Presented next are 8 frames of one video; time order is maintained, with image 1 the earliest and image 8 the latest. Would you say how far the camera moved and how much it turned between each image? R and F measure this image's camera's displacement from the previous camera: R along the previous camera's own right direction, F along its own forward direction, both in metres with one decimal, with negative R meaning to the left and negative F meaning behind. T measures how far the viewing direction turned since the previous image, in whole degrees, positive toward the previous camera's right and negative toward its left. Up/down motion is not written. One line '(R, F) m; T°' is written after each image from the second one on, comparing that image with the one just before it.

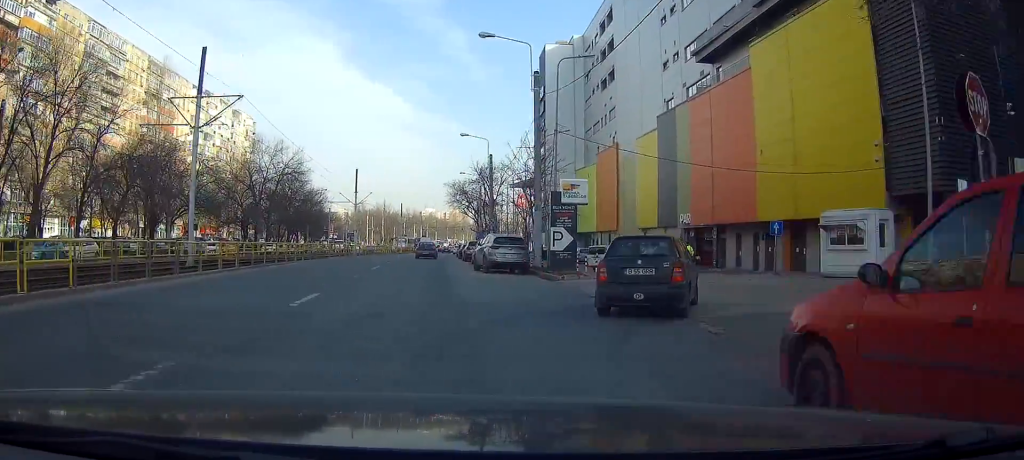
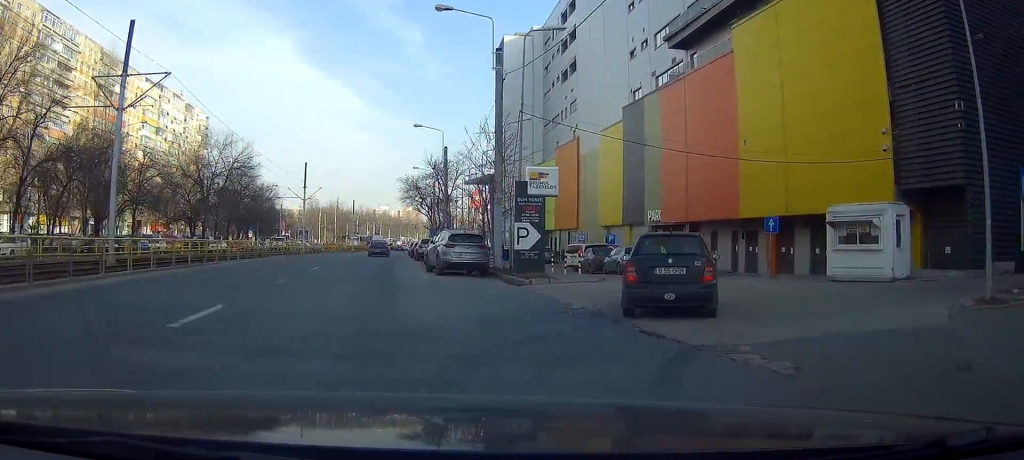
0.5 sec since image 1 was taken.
(-0.1, +4.4) m; +3°
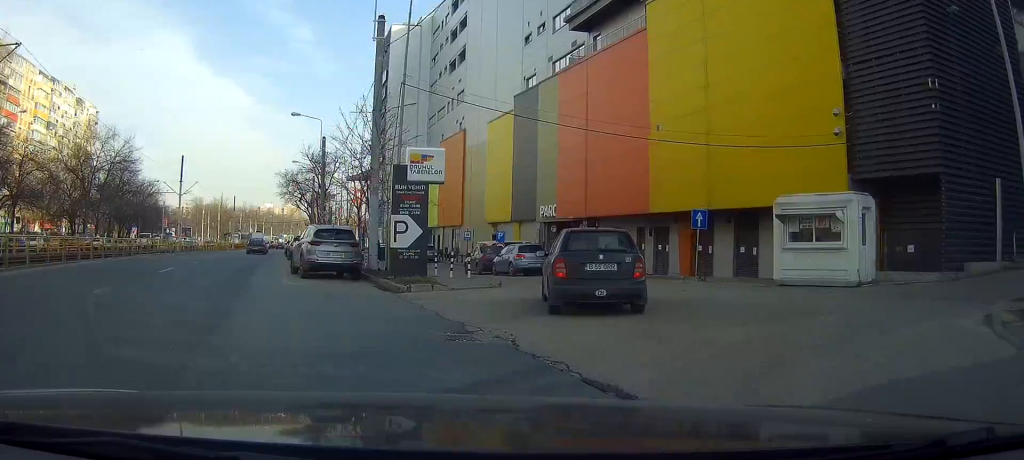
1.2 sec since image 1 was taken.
(+0.4, +4.6) m; +11°
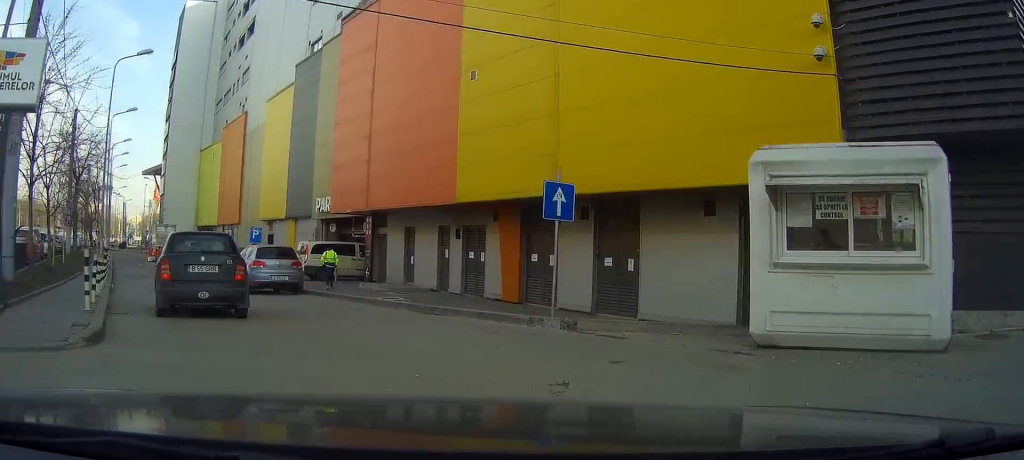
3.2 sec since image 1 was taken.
(+3.5, +11.4) m; +22°
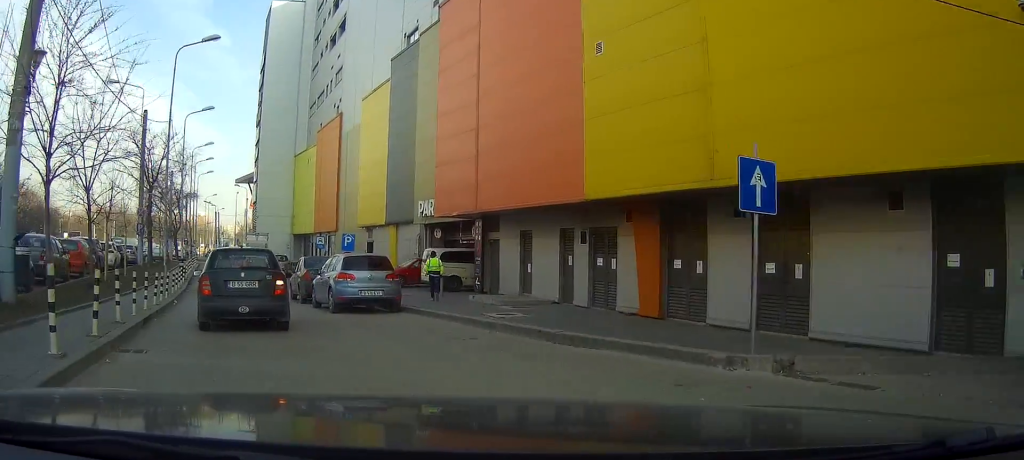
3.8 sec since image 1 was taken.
(0.0, +4.0) m; -6°
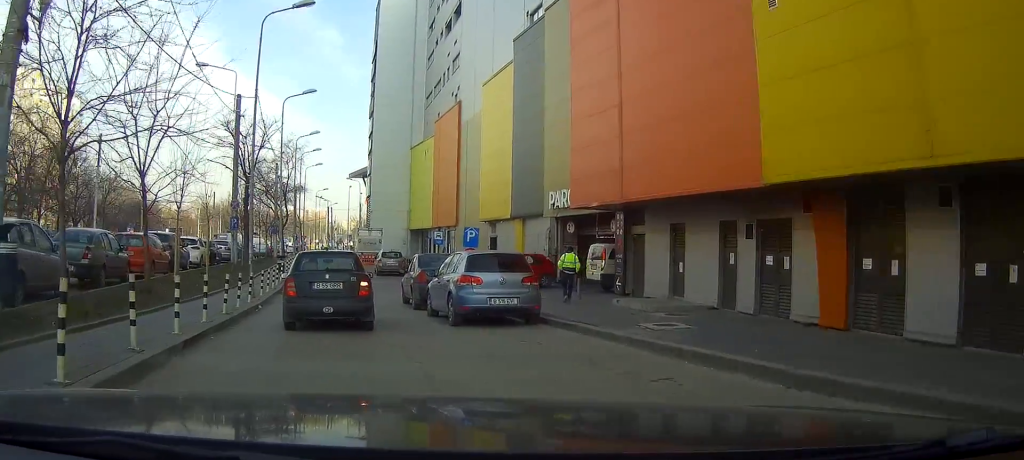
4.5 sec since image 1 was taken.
(-0.3, +4.2) m; -11°
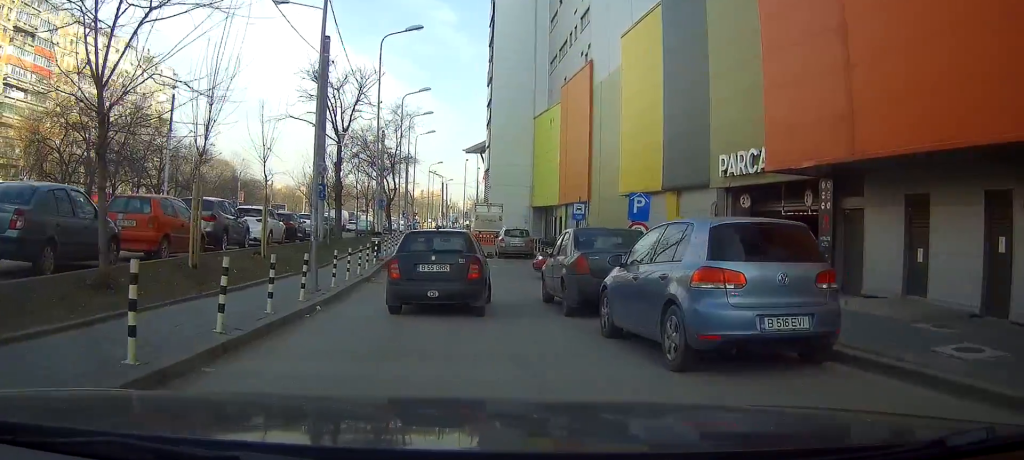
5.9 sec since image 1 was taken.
(-1.5, +6.9) m; -18°
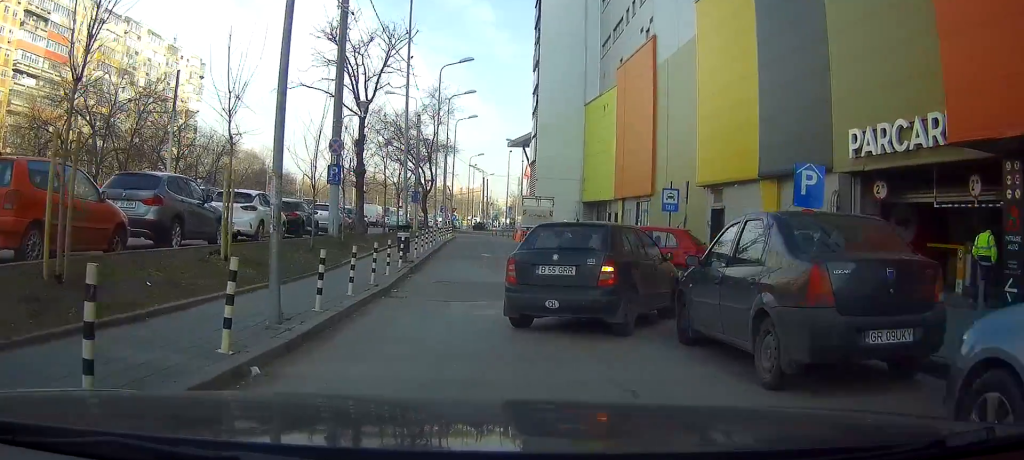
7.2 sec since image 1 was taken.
(-0.5, +5.8) m; -5°
